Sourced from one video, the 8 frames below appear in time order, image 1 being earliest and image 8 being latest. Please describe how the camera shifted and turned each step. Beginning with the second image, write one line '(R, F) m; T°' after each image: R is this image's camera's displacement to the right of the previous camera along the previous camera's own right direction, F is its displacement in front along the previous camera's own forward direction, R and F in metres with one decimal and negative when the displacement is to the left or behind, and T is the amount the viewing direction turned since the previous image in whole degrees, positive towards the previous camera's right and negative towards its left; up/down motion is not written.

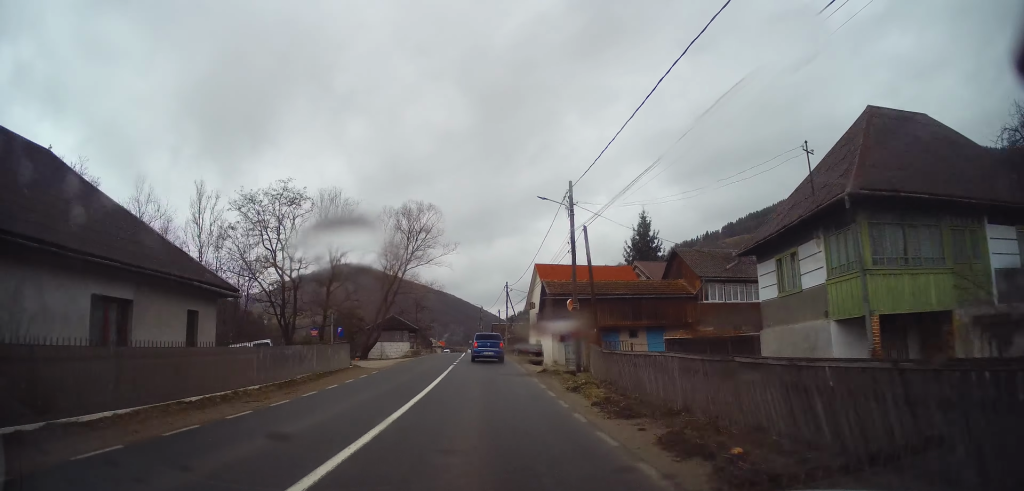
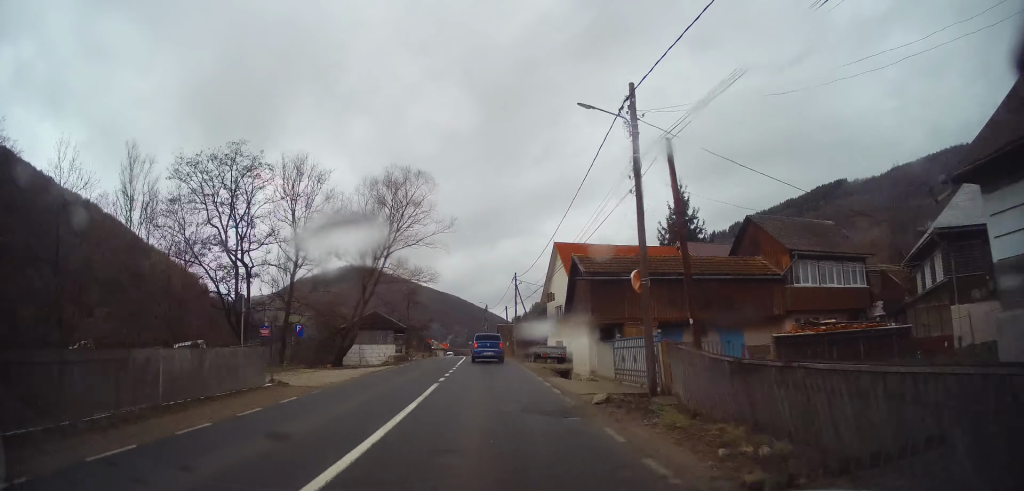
(+0.2, +9.9) m; -1°
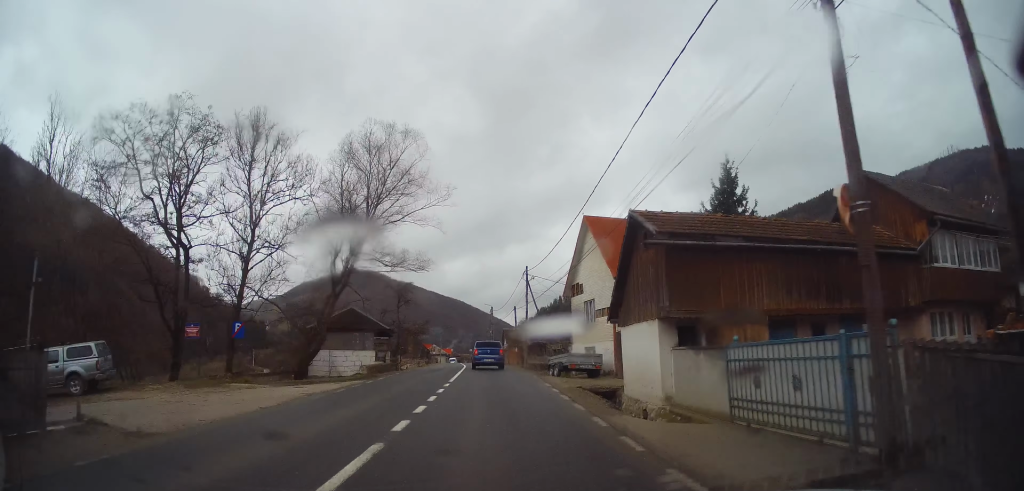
(-0.4, +8.3) m; -1°
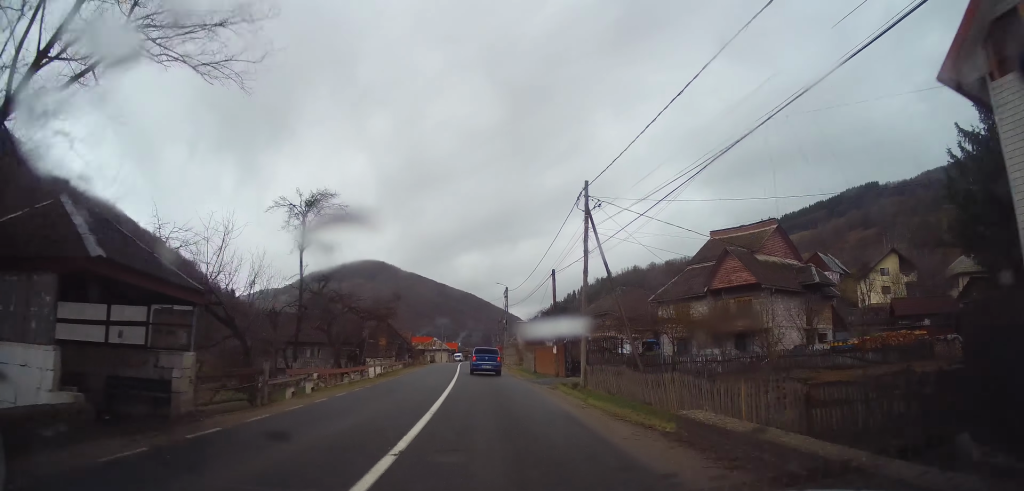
(-0.4, +23.8) m; -1°
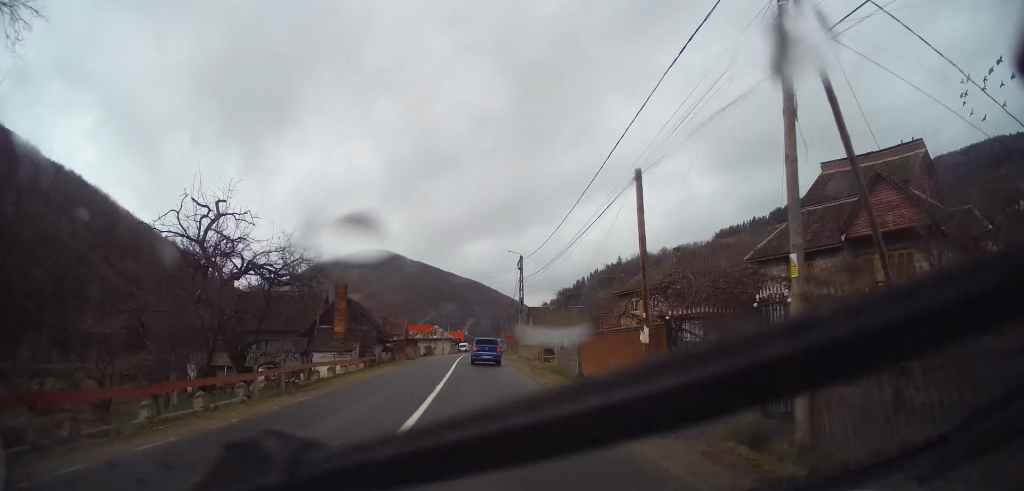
(0.0, +15.1) m; 0°
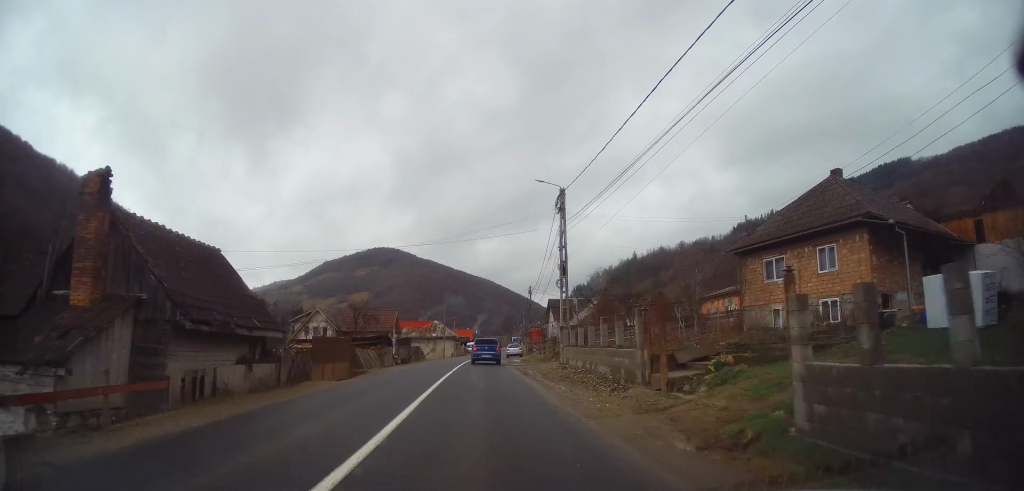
(-0.2, +20.7) m; -1°
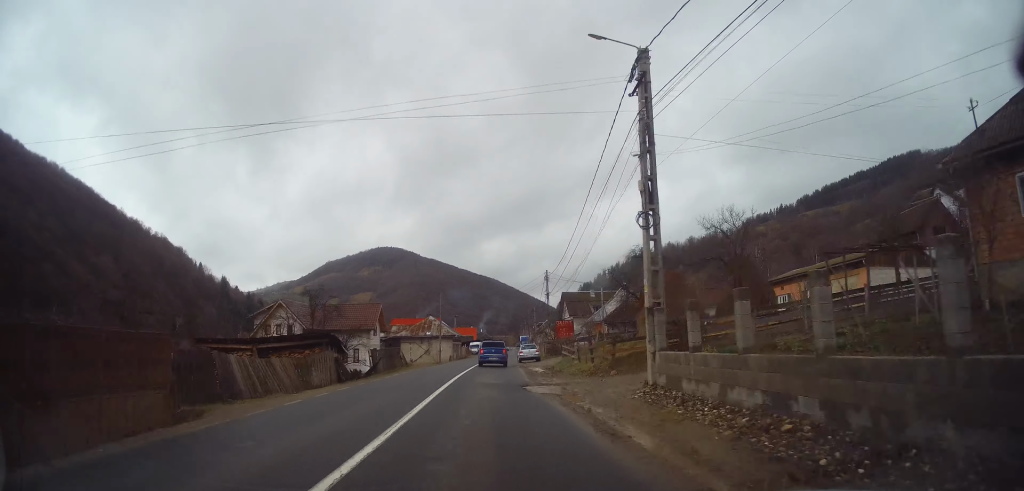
(+0.1, +14.1) m; 0°
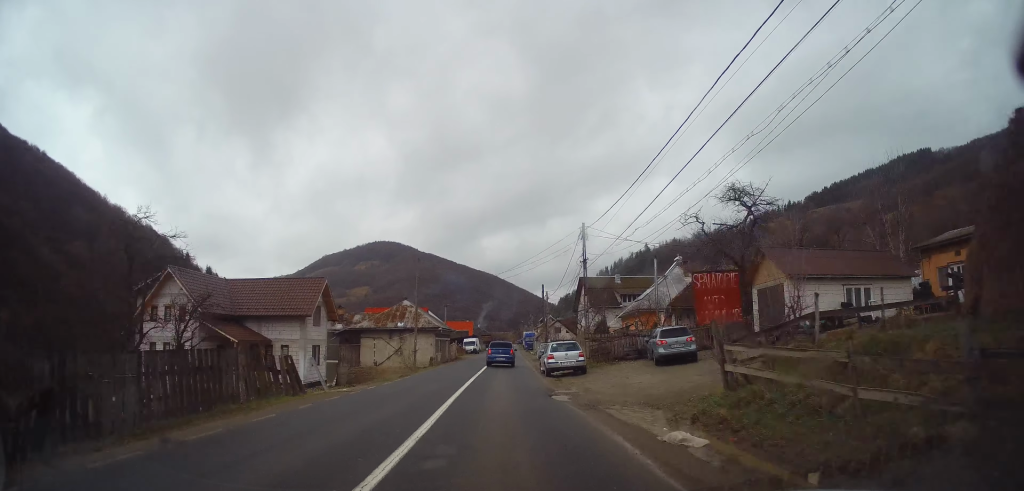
(-0.3, +20.5) m; +1°
